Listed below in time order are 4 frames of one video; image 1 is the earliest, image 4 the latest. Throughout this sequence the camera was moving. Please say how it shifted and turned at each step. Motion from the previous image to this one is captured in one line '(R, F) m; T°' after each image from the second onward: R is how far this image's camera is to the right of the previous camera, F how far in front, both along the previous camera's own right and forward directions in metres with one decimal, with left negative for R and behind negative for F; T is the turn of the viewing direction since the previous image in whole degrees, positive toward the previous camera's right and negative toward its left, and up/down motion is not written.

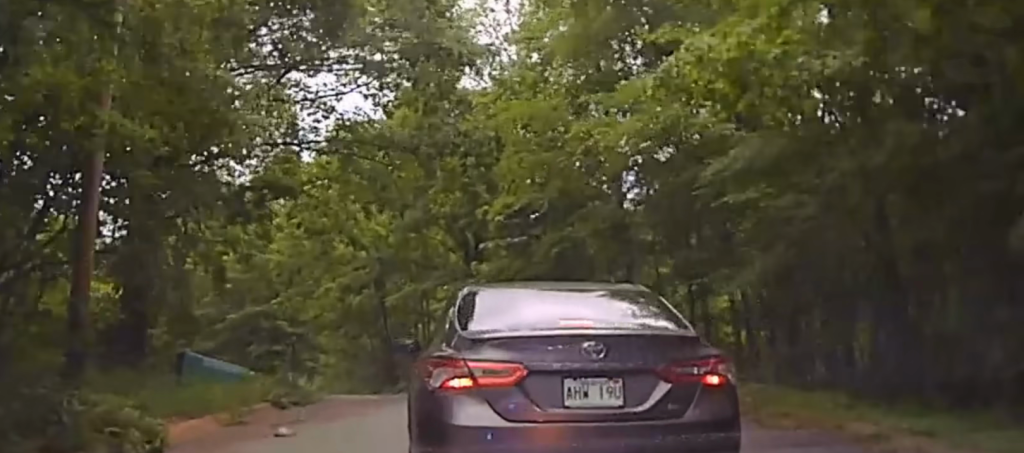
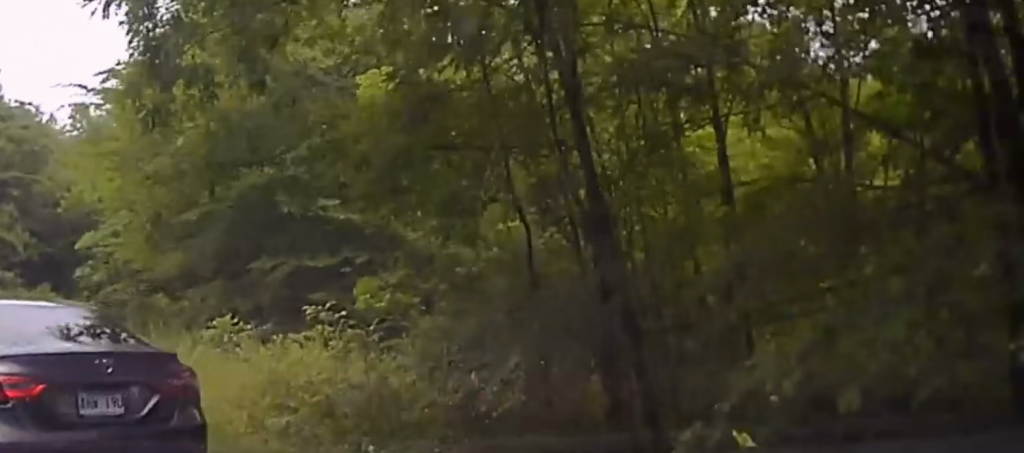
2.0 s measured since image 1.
(-2.4, +28.3) m; -16°
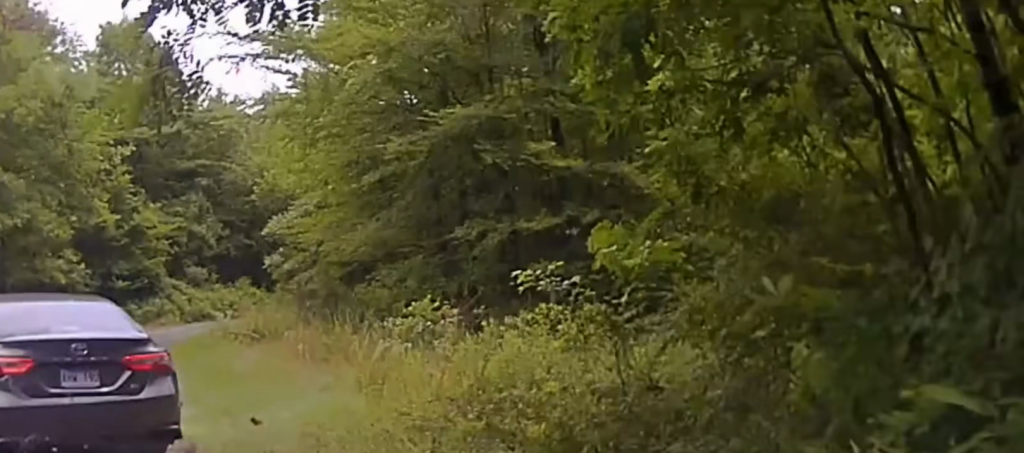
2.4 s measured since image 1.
(-0.2, +3.7) m; -6°
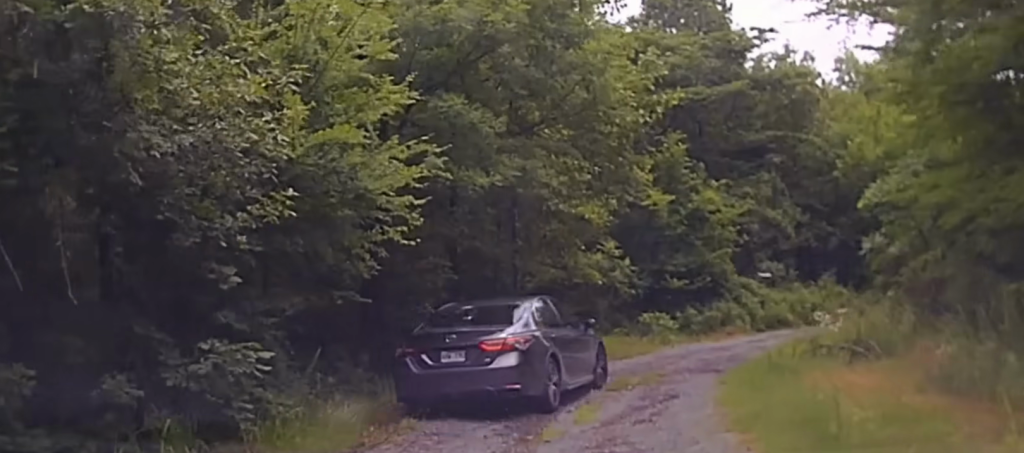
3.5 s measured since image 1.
(-1.0, +6.7) m; -14°
